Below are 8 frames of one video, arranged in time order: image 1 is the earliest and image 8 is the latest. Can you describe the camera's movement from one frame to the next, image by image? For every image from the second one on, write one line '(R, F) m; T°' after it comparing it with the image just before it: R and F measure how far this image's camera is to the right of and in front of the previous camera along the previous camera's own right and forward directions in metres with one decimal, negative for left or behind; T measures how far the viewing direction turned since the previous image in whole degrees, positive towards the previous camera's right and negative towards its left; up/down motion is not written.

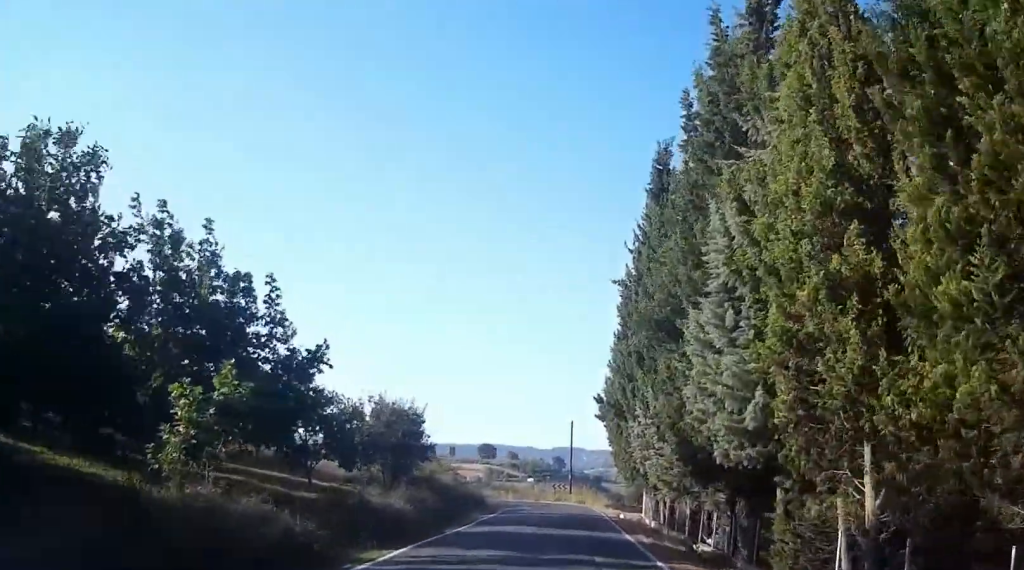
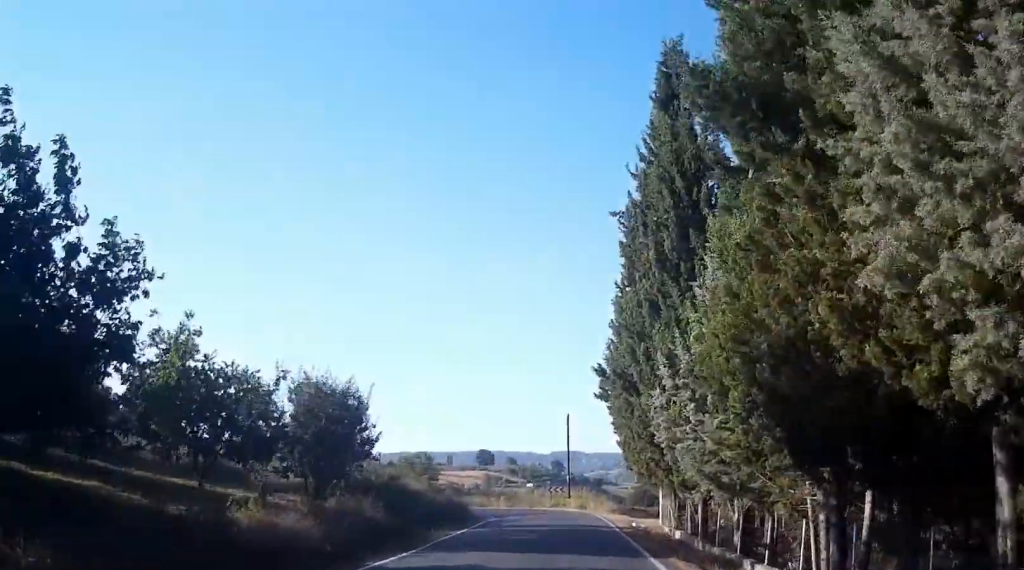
(+0.6, +7.4) m; +7°
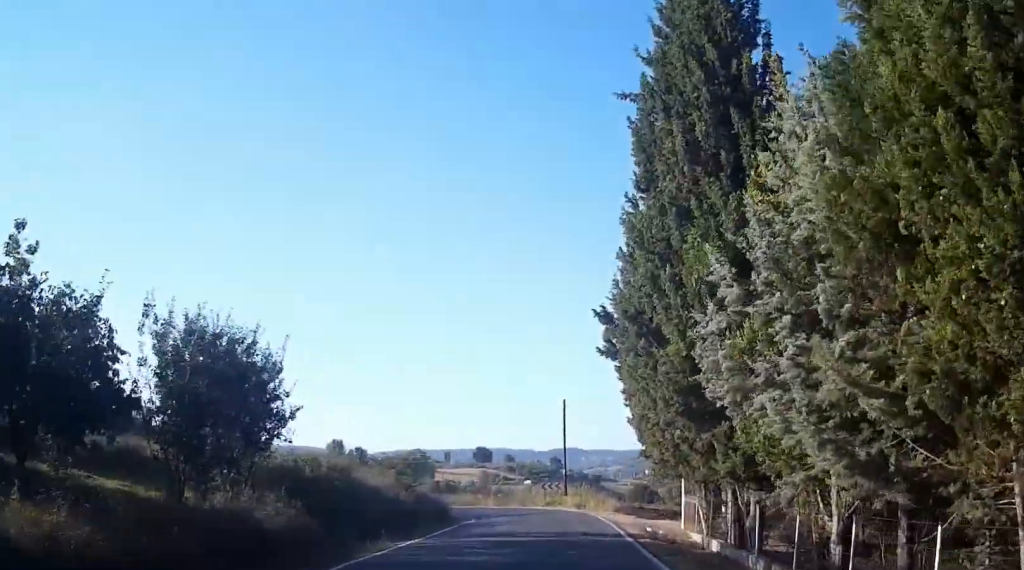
(+0.6, +6.0) m; +4°
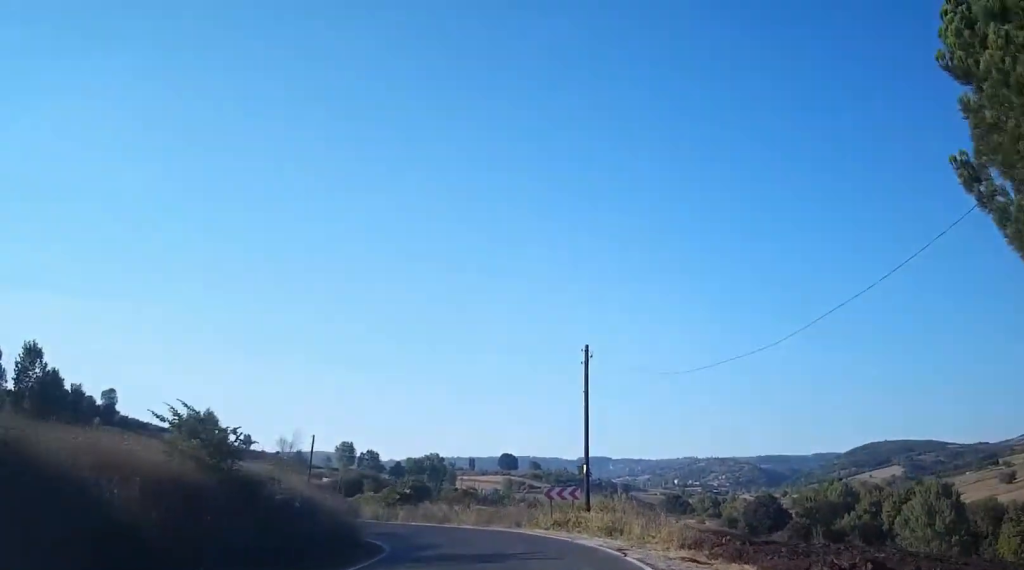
(-1.4, +13.6) m; -31°
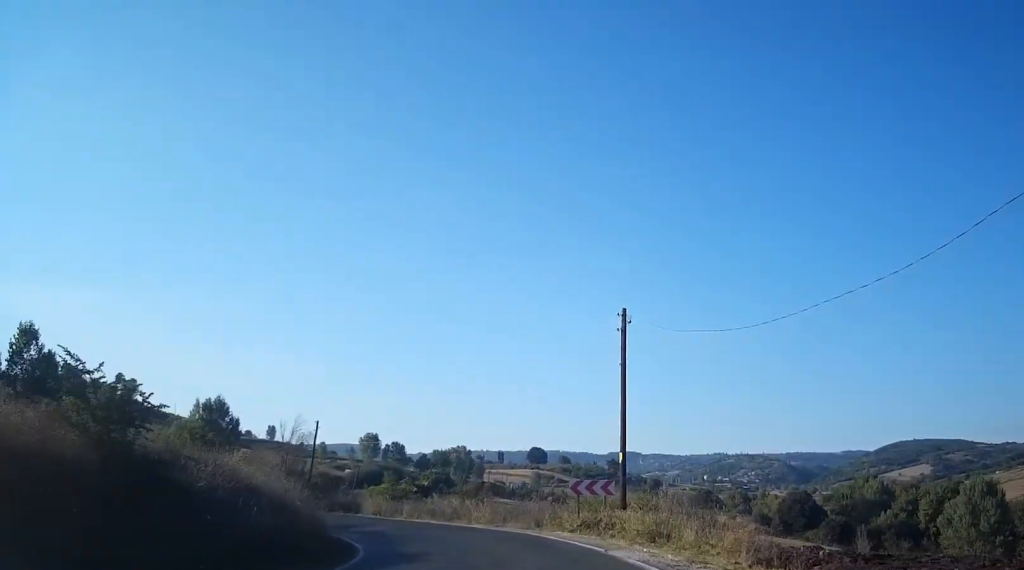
(-1.2, +2.6) m; -13°
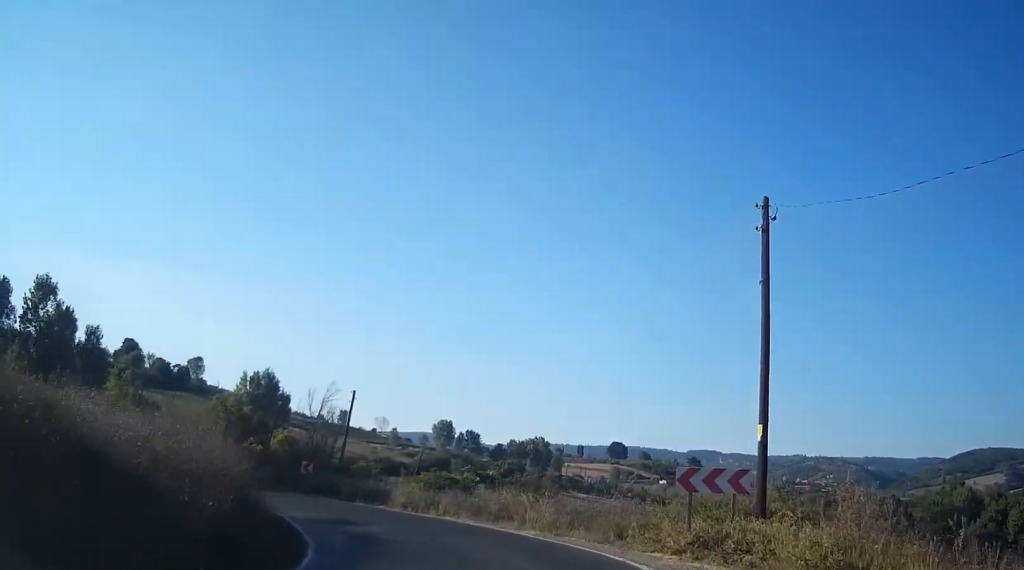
(-0.8, +4.9) m; -19°
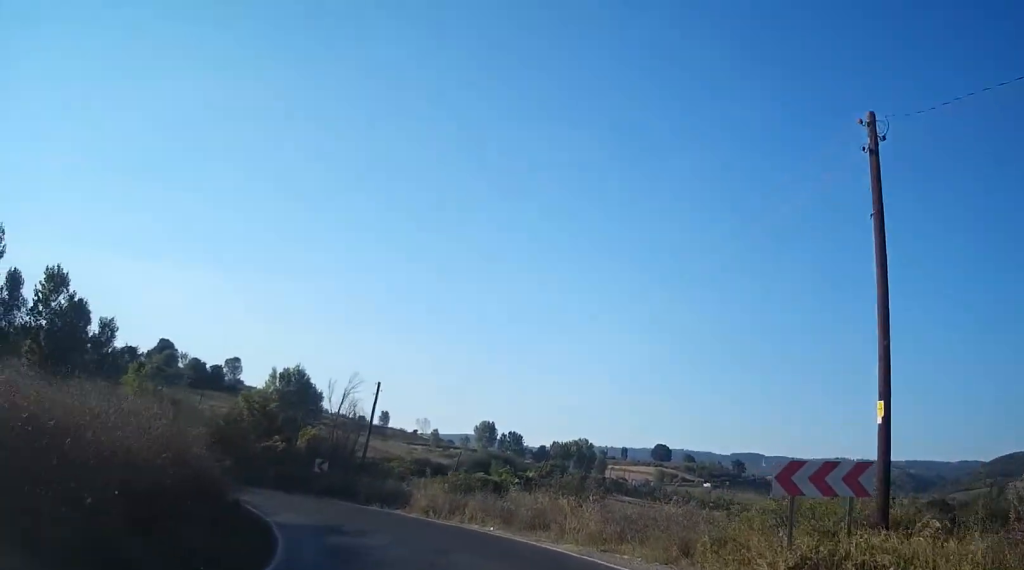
(+0.5, +2.4) m; -8°
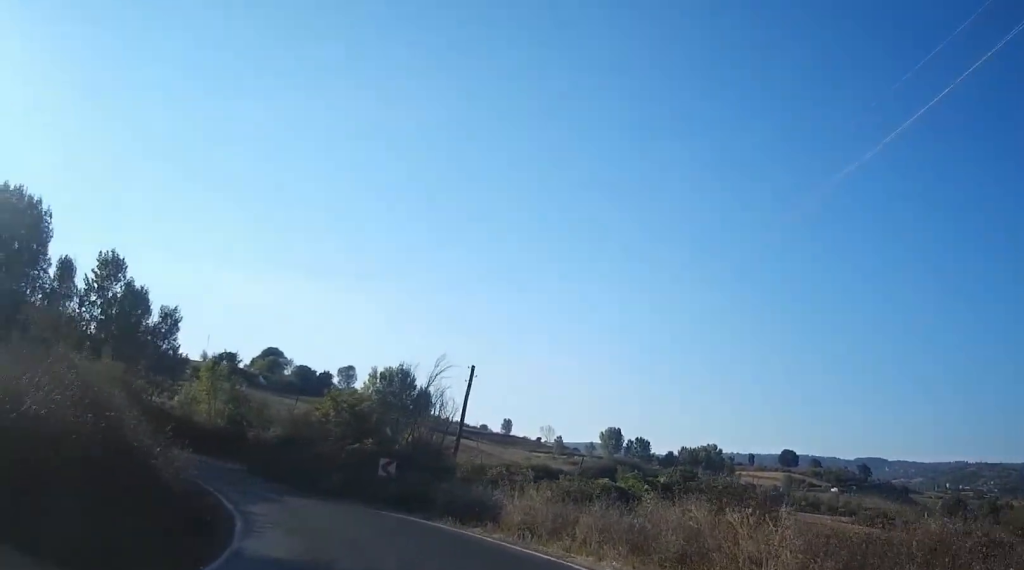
(-1.7, +5.3) m; -30°
